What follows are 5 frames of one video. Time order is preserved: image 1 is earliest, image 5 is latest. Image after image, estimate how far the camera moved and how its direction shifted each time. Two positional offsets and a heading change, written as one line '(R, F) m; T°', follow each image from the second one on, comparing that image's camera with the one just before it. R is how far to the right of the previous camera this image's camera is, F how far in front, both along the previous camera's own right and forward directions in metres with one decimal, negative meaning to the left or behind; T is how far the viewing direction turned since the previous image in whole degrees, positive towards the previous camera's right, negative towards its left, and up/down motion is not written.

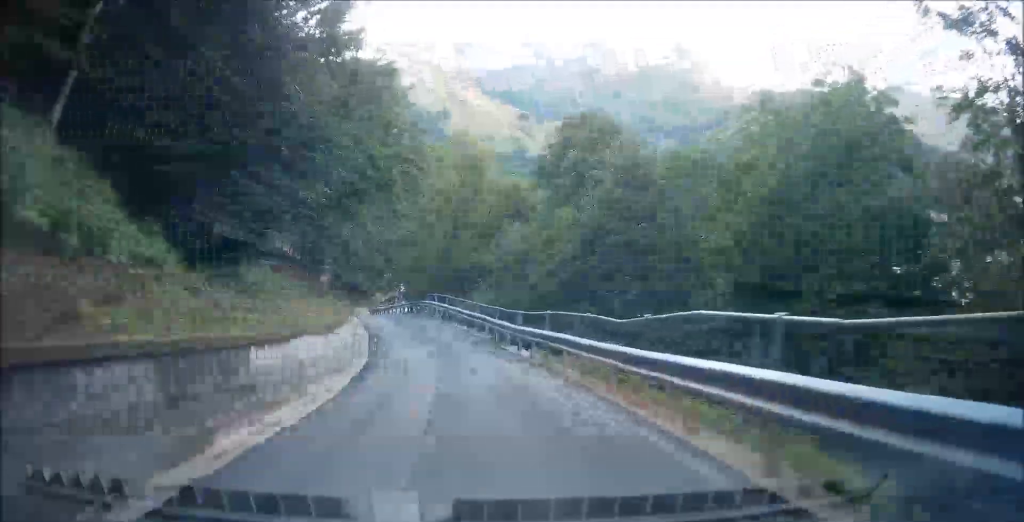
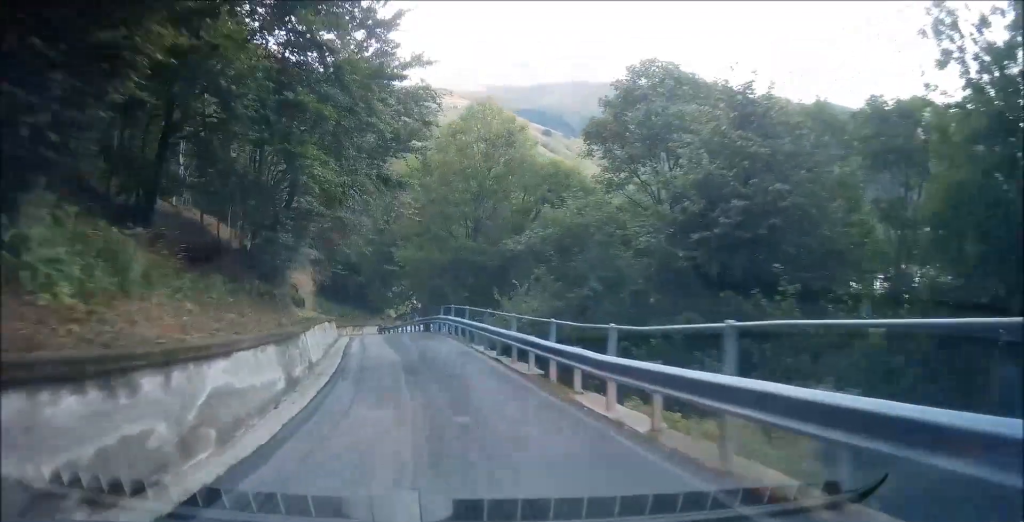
(-0.3, +10.0) m; -7°
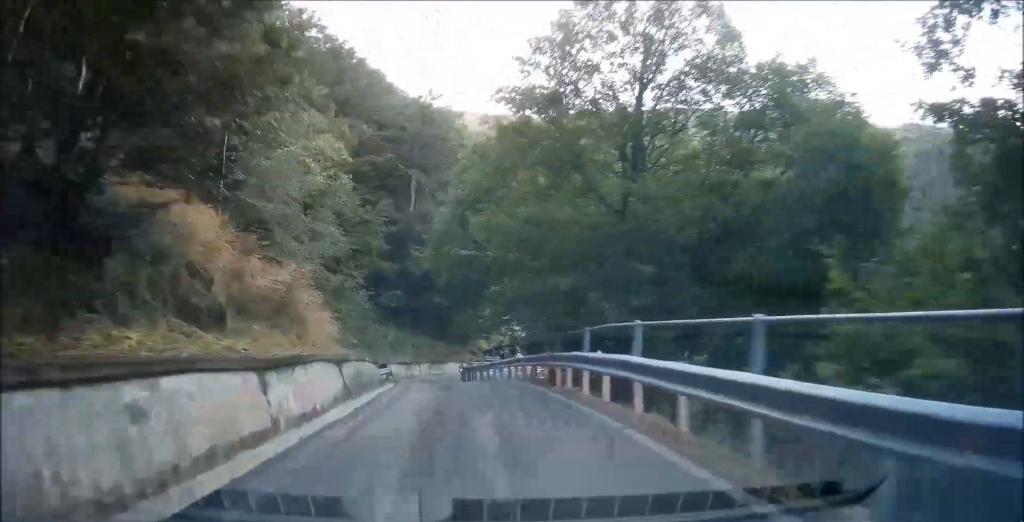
(-1.6, +19.1) m; -7°
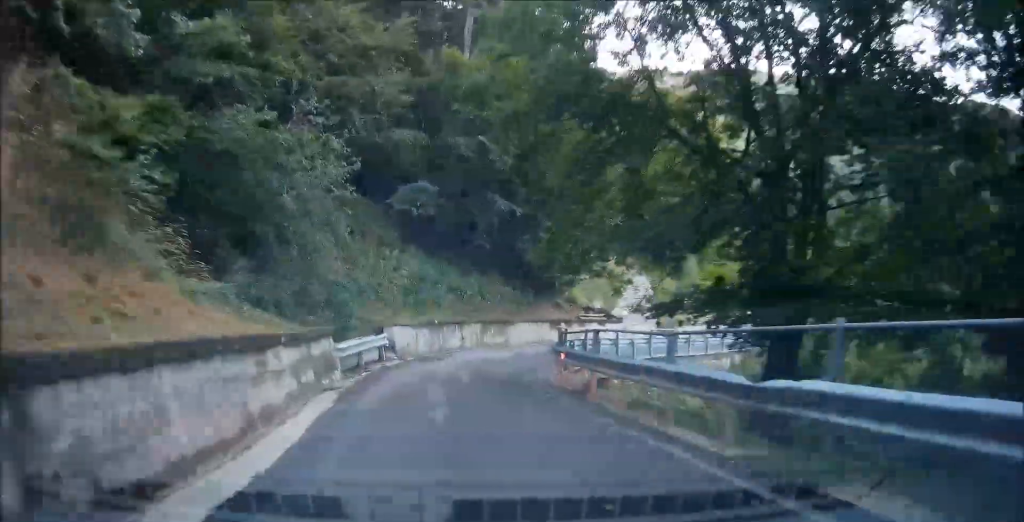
(-1.3, +26.3) m; -3°
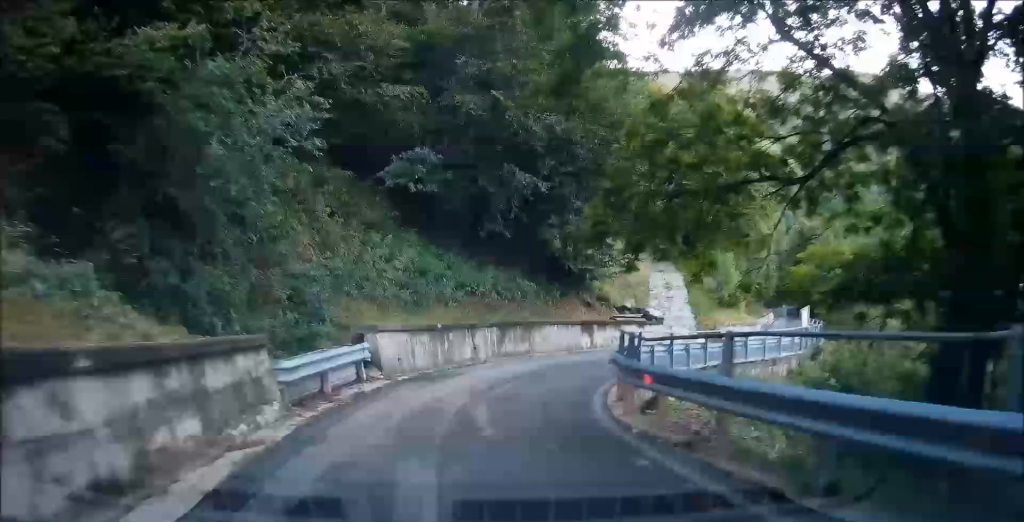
(-0.4, +6.0) m; -2°
